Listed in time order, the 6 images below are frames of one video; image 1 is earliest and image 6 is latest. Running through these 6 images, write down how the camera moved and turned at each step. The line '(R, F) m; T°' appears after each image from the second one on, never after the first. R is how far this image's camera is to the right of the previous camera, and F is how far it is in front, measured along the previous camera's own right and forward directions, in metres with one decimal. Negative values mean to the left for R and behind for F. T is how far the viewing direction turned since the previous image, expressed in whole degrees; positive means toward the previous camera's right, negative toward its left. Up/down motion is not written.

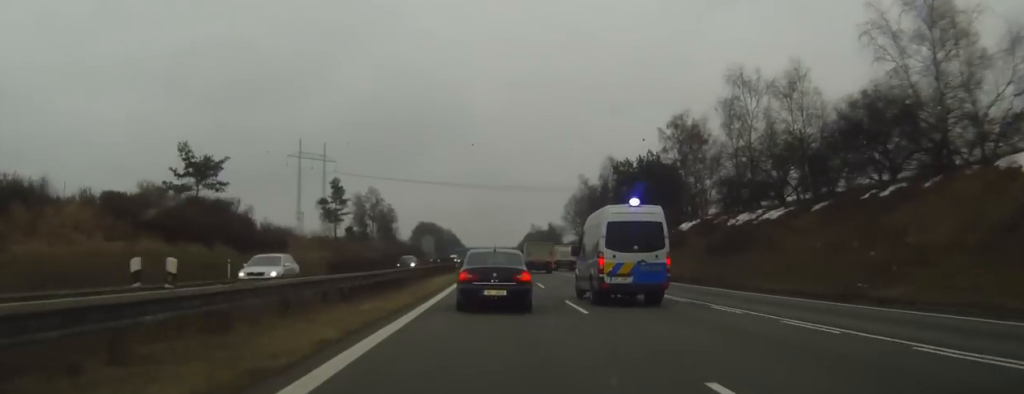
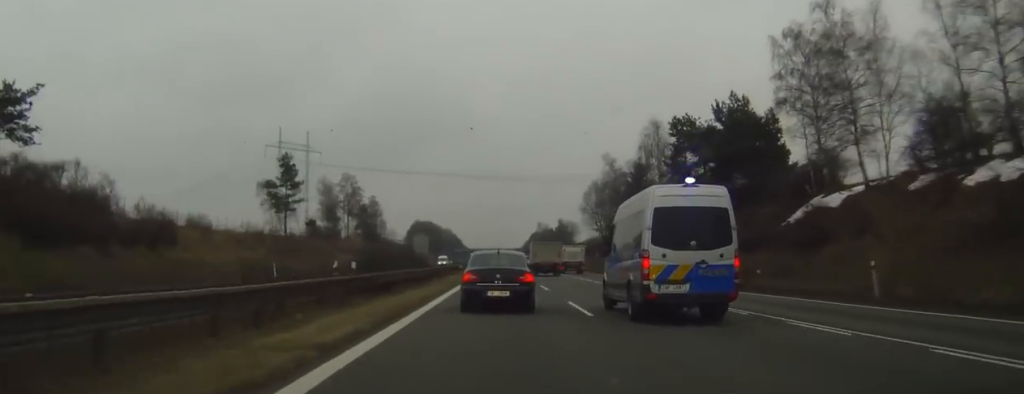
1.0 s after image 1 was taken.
(+0.1, +36.5) m; 0°
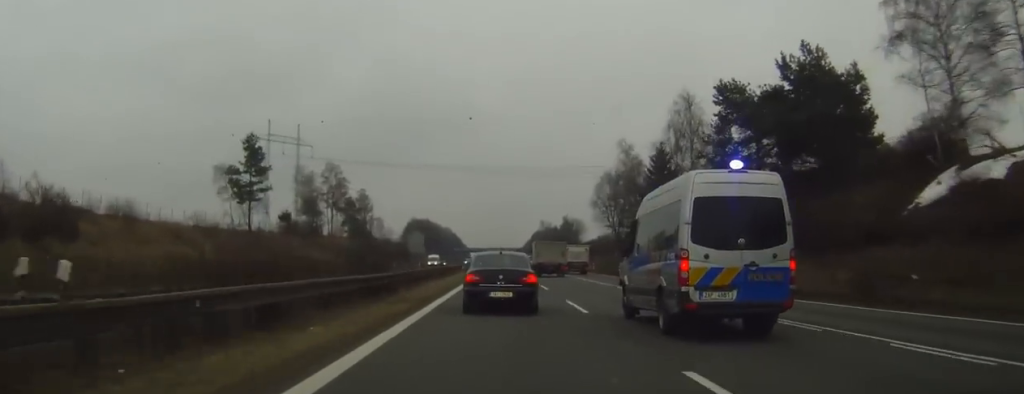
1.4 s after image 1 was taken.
(-0.1, +16.8) m; 0°
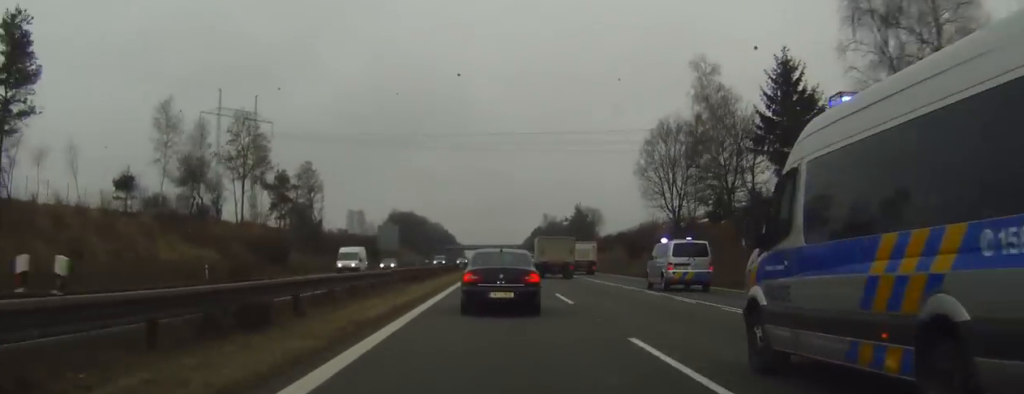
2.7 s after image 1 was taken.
(0.0, +48.9) m; 0°
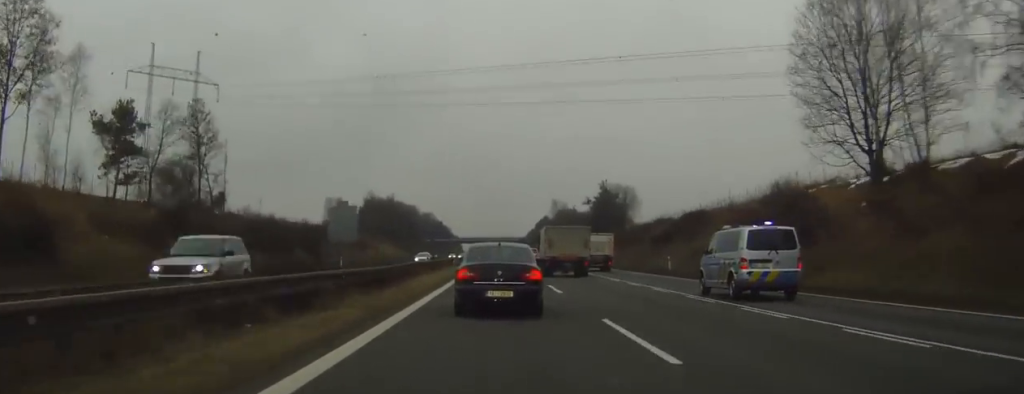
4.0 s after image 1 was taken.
(+0.2, +50.7) m; 0°
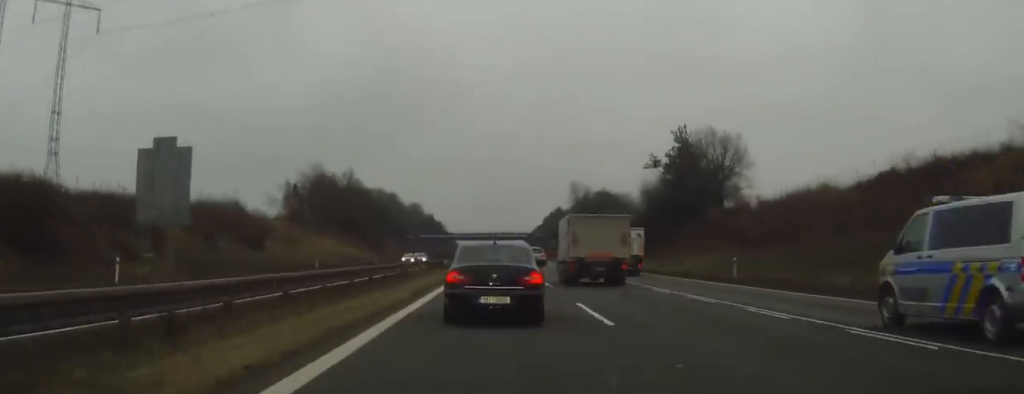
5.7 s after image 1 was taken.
(-0.7, +65.9) m; -1°
